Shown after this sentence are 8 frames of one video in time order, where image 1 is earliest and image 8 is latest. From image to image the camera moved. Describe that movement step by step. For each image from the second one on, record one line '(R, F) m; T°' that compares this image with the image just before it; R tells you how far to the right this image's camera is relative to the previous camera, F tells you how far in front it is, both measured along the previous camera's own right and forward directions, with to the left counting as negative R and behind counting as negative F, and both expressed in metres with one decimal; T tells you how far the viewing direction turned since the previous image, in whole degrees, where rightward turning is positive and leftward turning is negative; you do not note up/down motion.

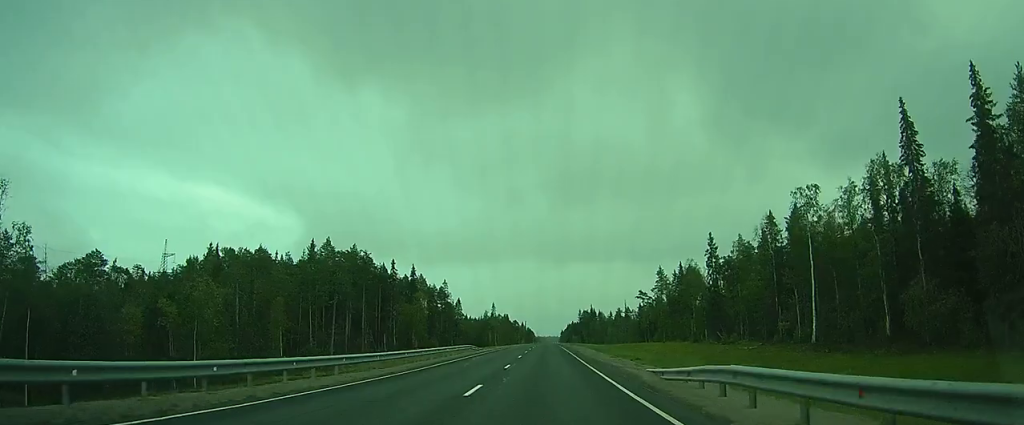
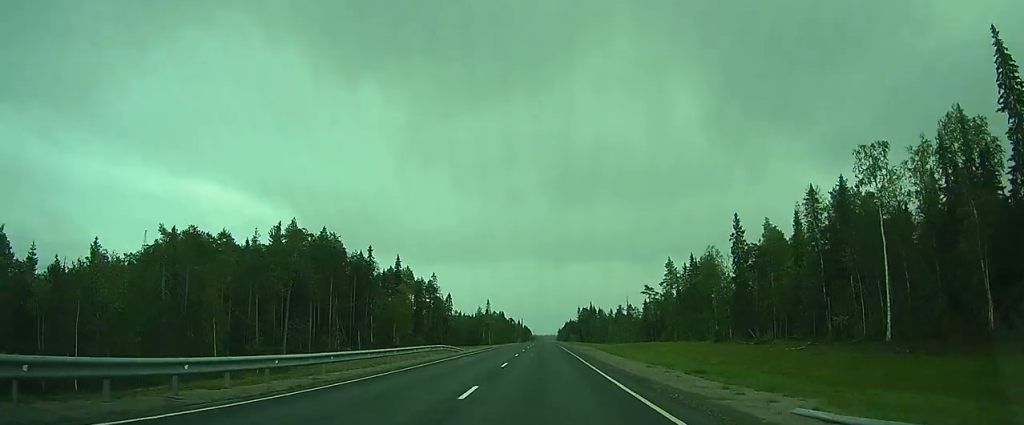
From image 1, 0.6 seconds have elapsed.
(0.0, +12.7) m; 0°
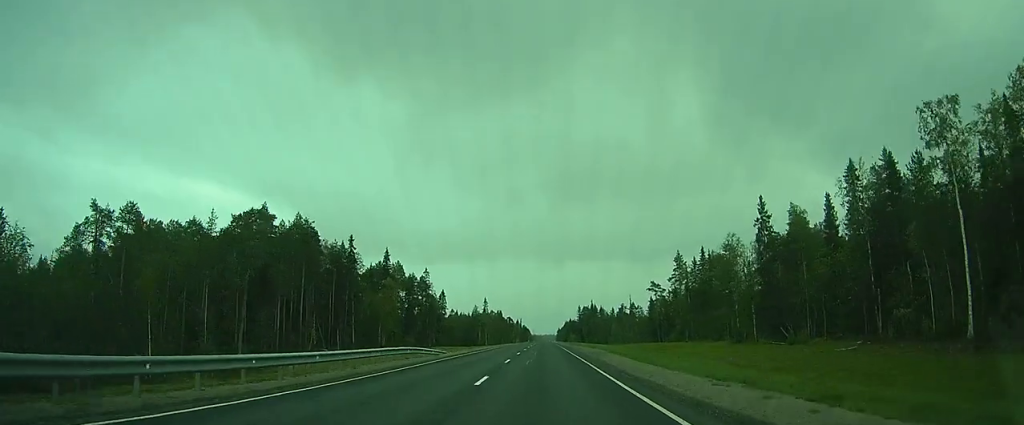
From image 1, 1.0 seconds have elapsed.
(0.0, +9.0) m; 0°
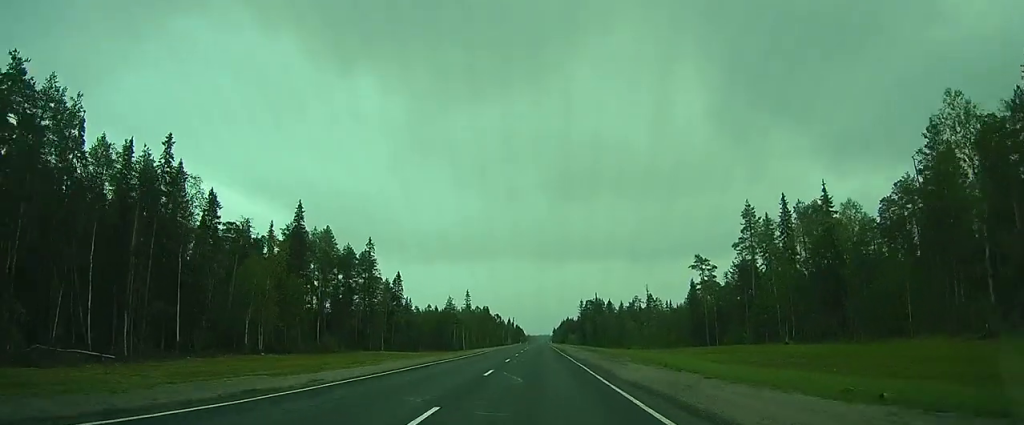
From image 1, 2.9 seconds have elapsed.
(+0.2, +42.4) m; +1°
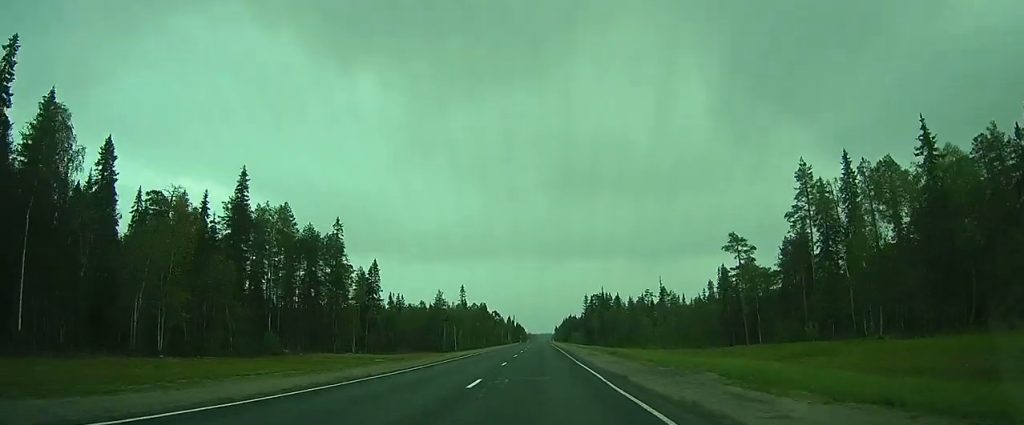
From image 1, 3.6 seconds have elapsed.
(+0.1, +16.3) m; 0°
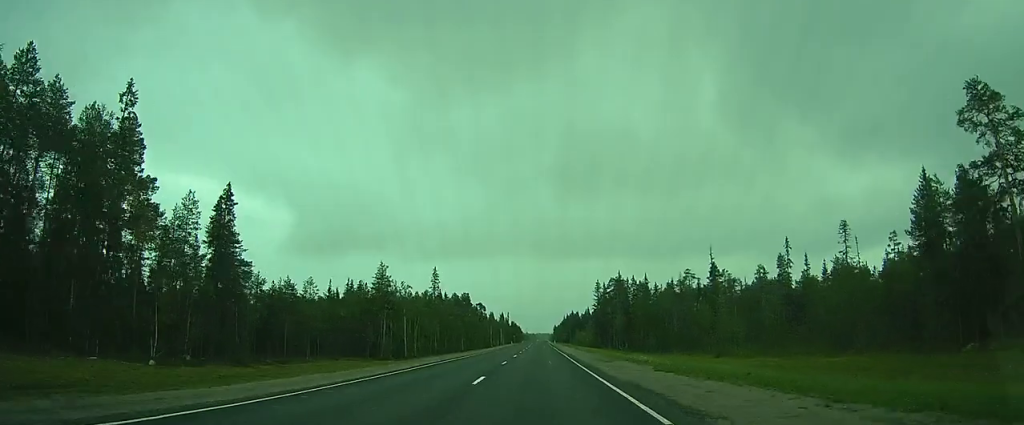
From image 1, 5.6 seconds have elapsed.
(-0.2, +45.0) m; 0°
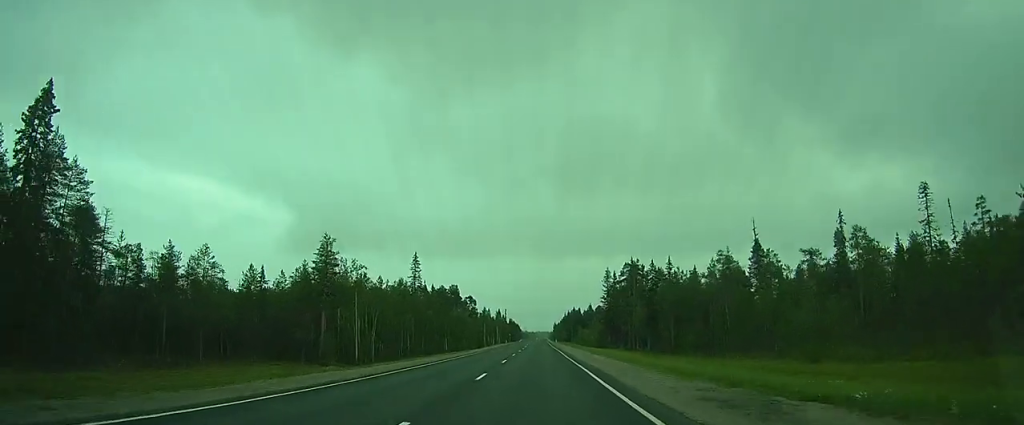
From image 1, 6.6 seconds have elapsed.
(+0.1, +21.5) m; 0°
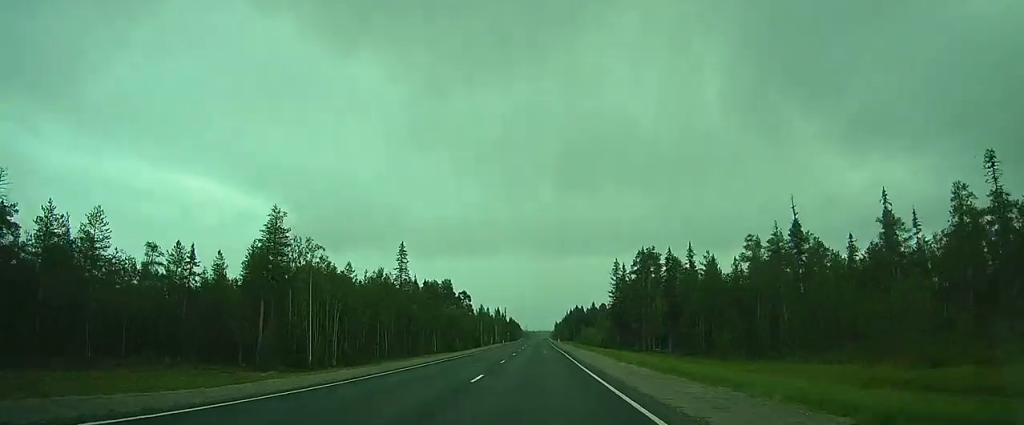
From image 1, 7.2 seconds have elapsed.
(0.0, +12.7) m; 0°
